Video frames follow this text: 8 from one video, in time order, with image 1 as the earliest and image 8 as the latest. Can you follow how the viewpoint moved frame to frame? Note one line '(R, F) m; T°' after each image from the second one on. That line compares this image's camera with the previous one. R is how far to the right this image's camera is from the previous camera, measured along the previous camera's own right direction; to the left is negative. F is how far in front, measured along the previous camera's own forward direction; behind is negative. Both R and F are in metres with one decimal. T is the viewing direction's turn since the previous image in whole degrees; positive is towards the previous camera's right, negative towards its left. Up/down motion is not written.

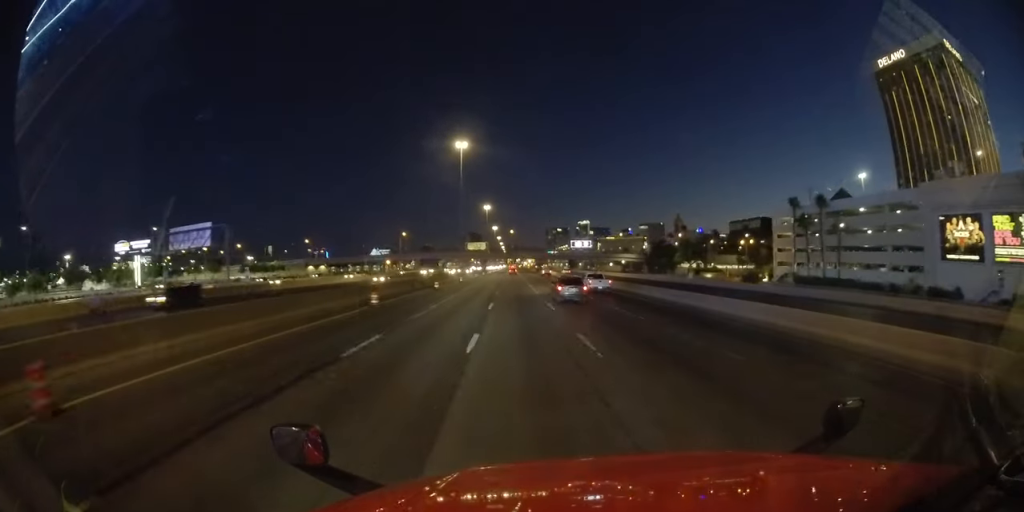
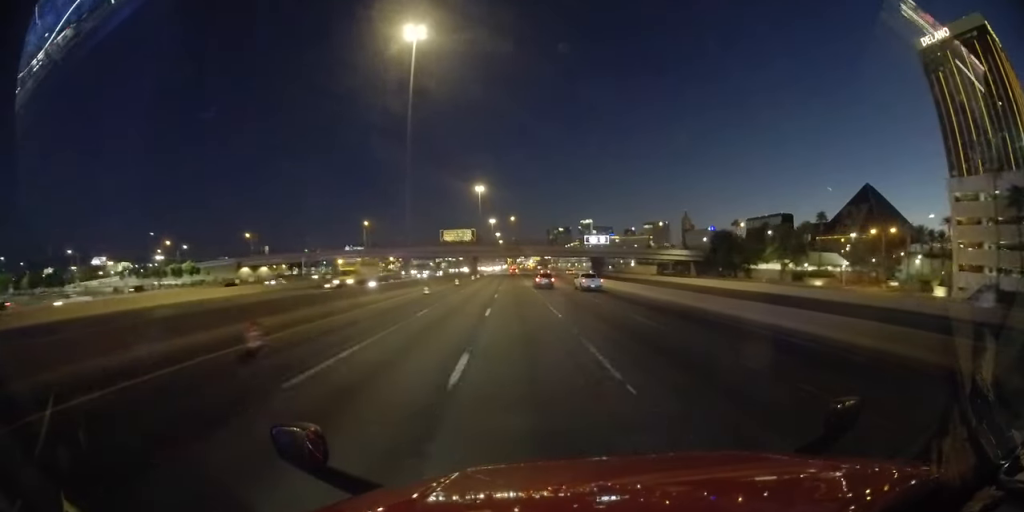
(0.0, +51.4) m; -1°
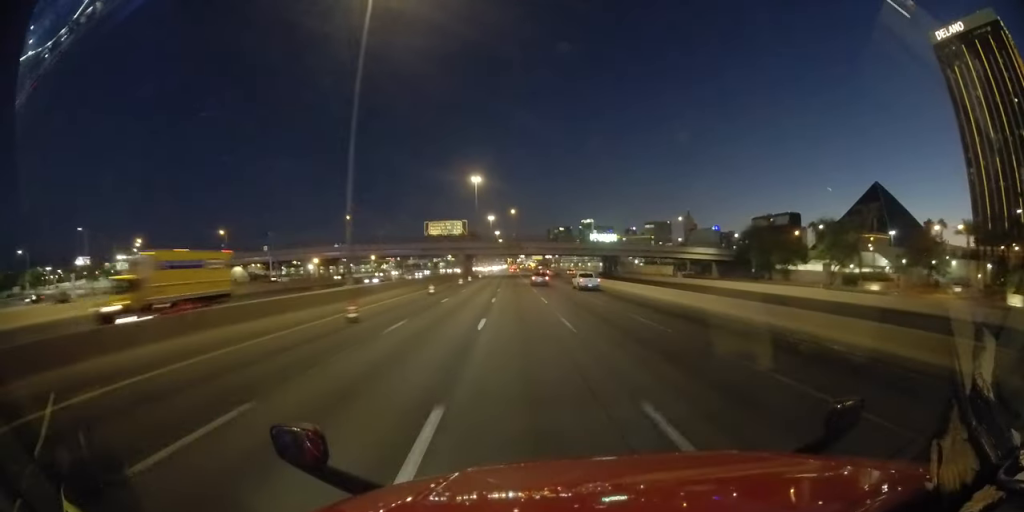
(-0.1, +16.6) m; 0°
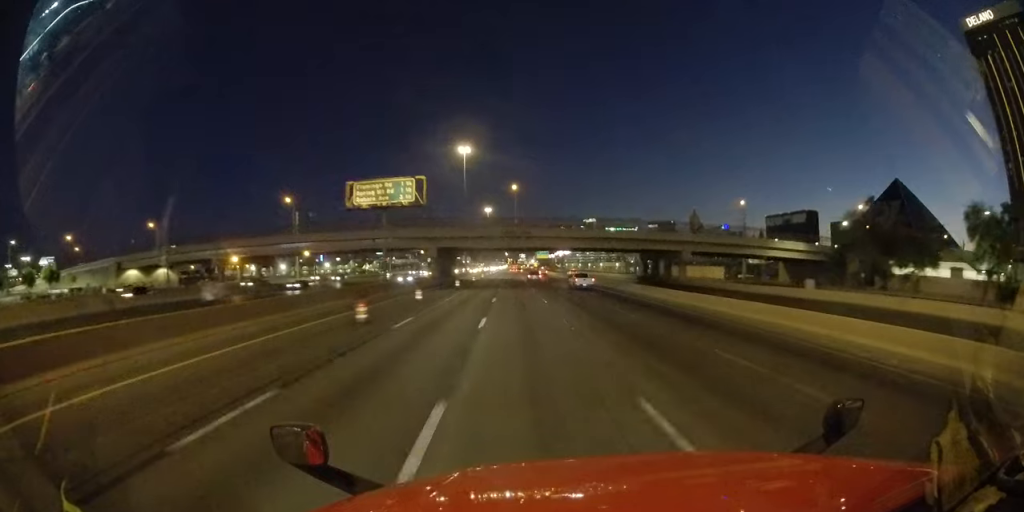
(0.0, +36.2) m; 0°
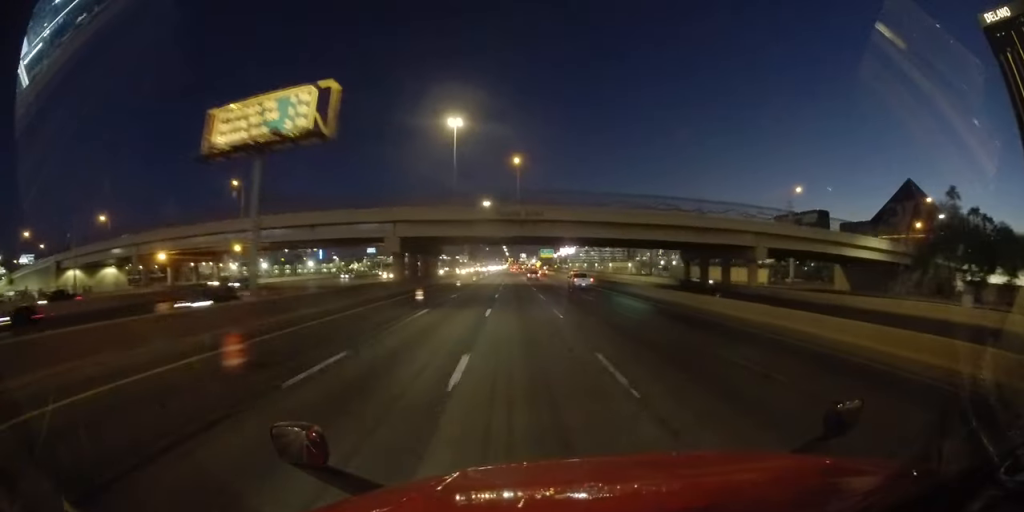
(0.0, +20.5) m; 0°
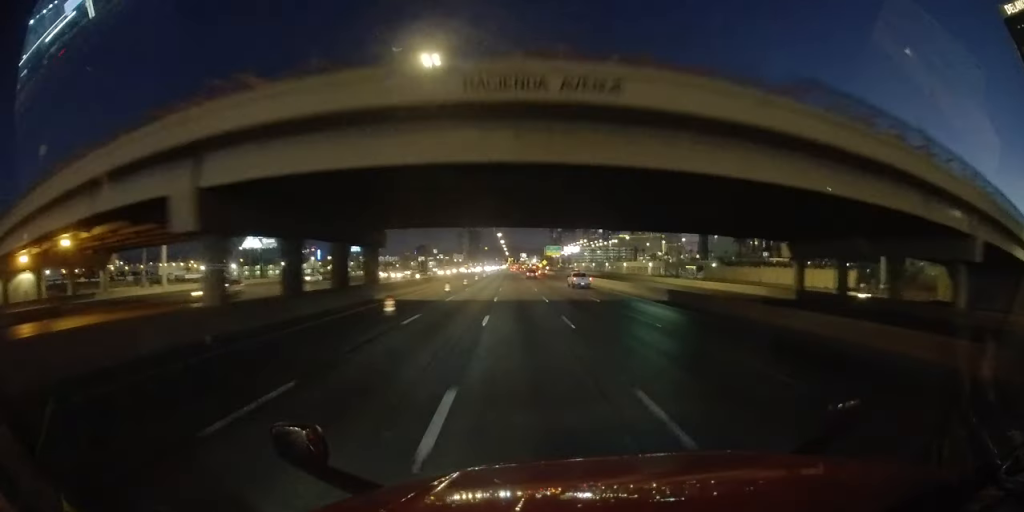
(0.0, +27.8) m; 0°
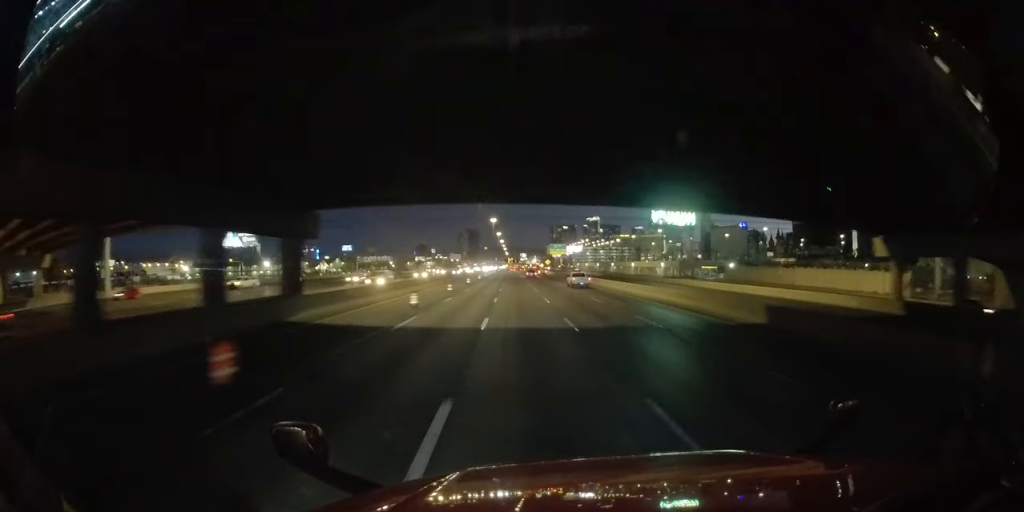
(0.0, +12.9) m; 0°
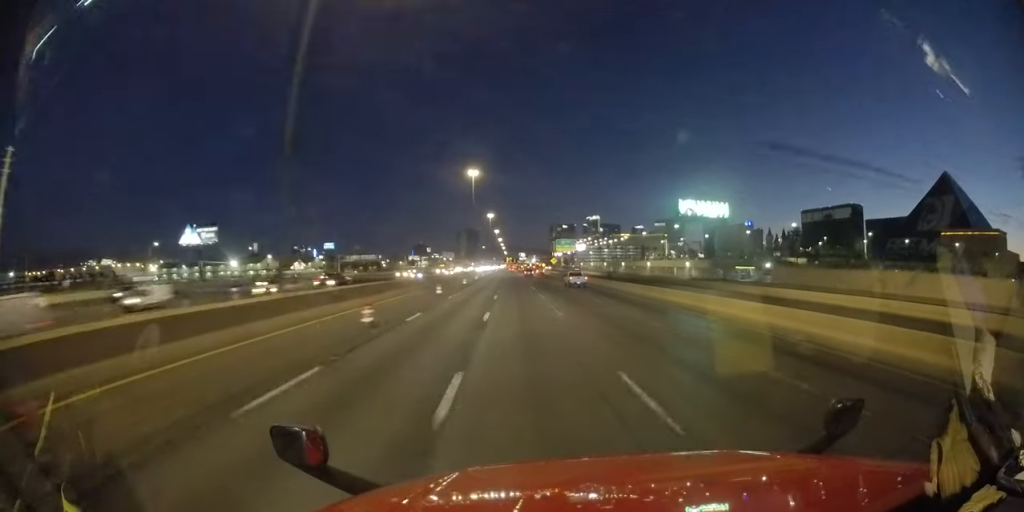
(0.0, +22.2) m; 0°
